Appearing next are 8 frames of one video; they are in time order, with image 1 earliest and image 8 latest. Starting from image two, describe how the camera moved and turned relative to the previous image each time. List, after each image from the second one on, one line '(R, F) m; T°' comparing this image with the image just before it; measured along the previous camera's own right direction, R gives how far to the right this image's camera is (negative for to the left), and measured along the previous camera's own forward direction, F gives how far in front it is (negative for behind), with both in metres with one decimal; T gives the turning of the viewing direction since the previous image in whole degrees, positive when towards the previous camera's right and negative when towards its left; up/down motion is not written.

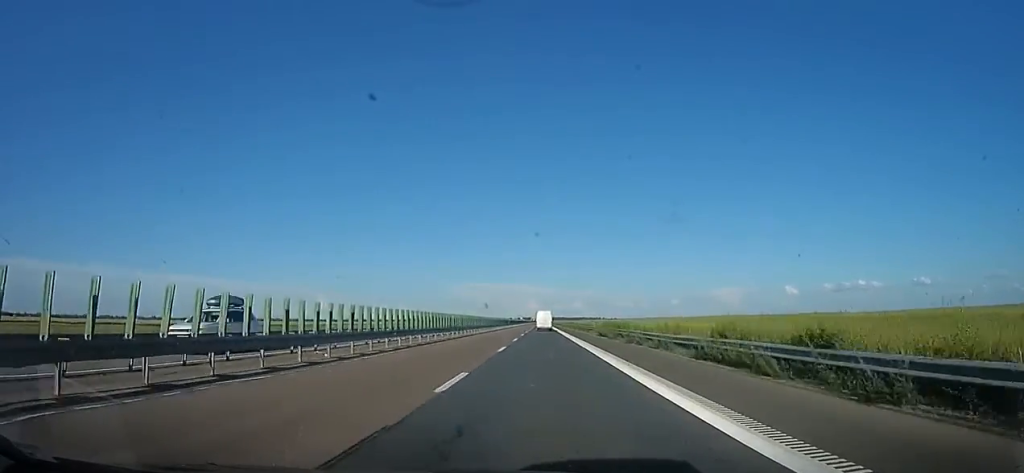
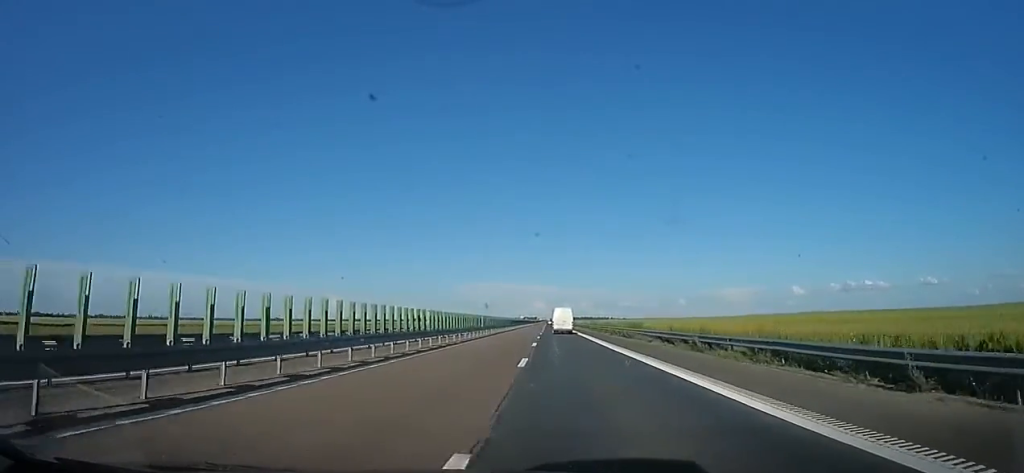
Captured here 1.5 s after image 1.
(-0.9, +55.0) m; 0°
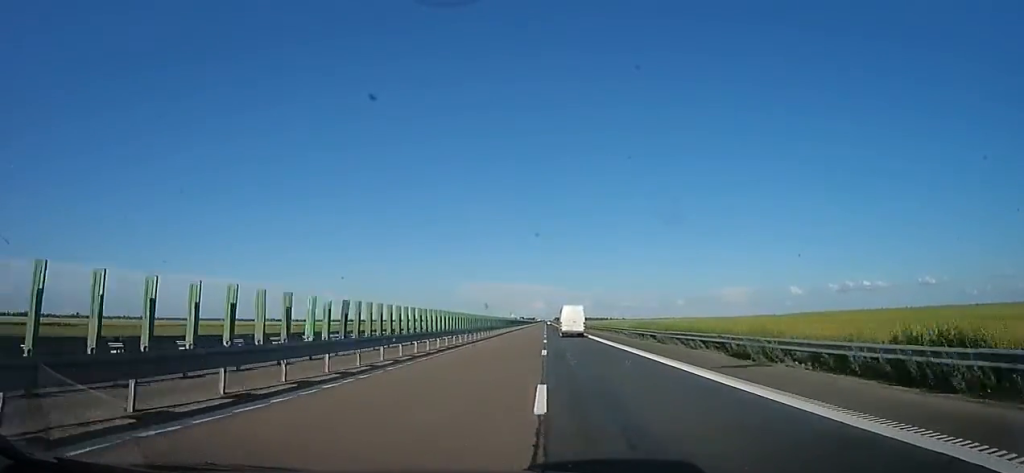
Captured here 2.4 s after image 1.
(+0.2, +30.8) m; -1°
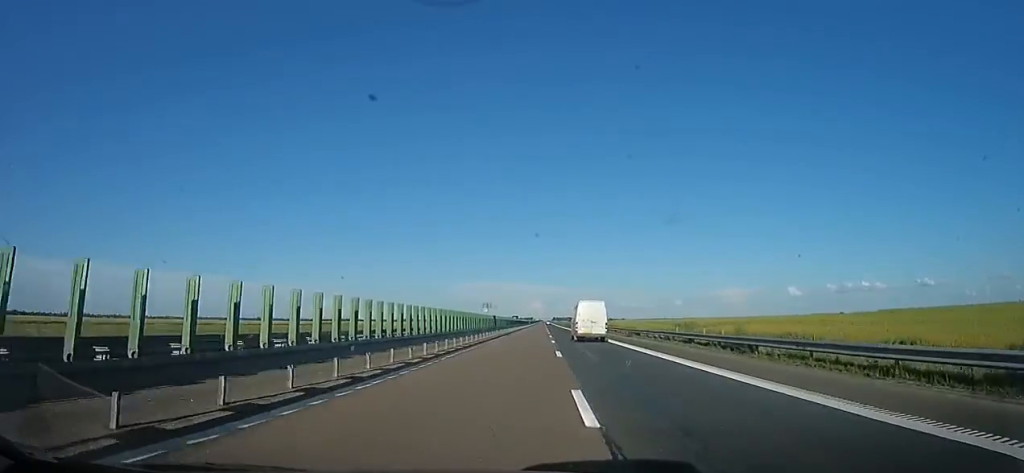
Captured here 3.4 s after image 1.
(-0.9, +36.7) m; -1°
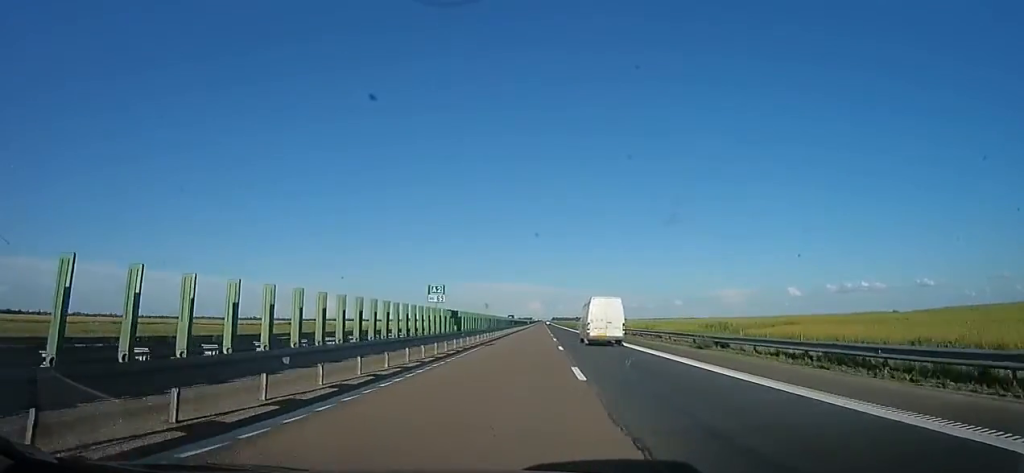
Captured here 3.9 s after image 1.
(-0.3, +19.2) m; +1°
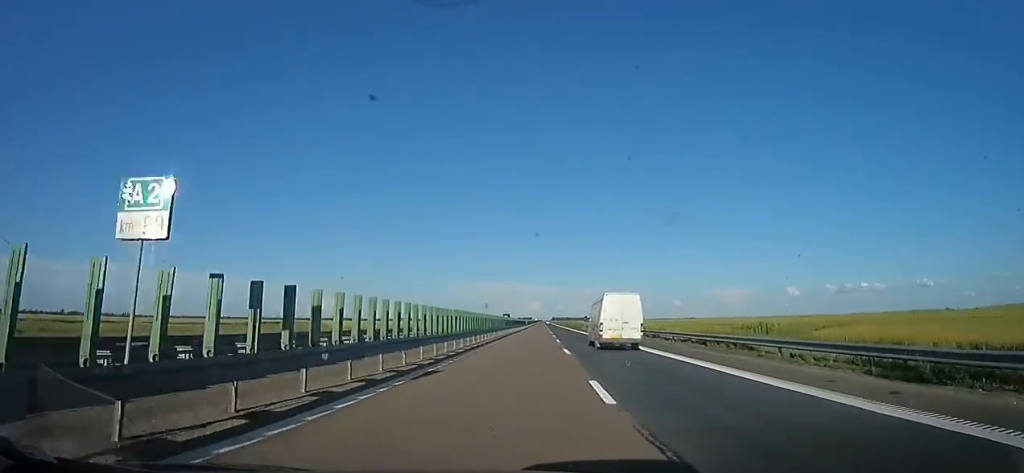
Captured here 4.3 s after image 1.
(+0.4, +15.0) m; 0°
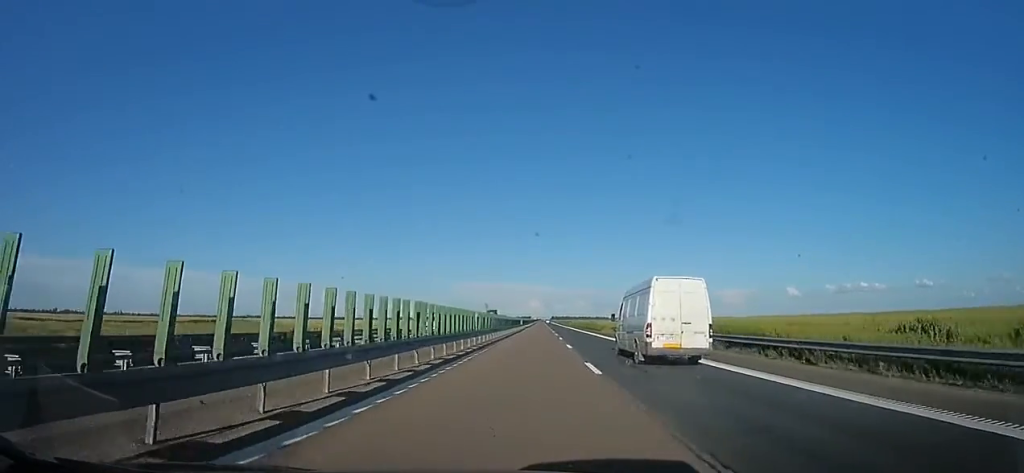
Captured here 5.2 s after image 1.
(+0.7, +31.8) m; 0°
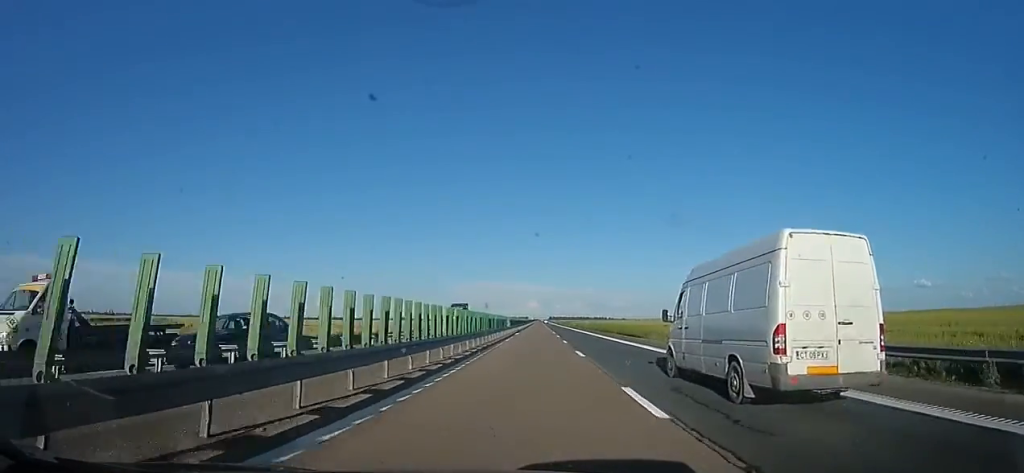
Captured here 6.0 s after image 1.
(-1.3, +29.5) m; 0°
